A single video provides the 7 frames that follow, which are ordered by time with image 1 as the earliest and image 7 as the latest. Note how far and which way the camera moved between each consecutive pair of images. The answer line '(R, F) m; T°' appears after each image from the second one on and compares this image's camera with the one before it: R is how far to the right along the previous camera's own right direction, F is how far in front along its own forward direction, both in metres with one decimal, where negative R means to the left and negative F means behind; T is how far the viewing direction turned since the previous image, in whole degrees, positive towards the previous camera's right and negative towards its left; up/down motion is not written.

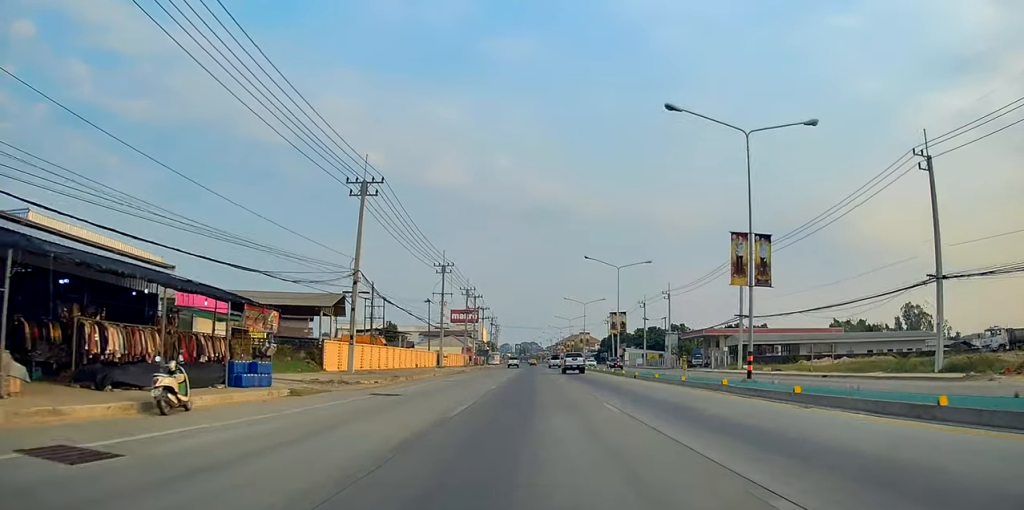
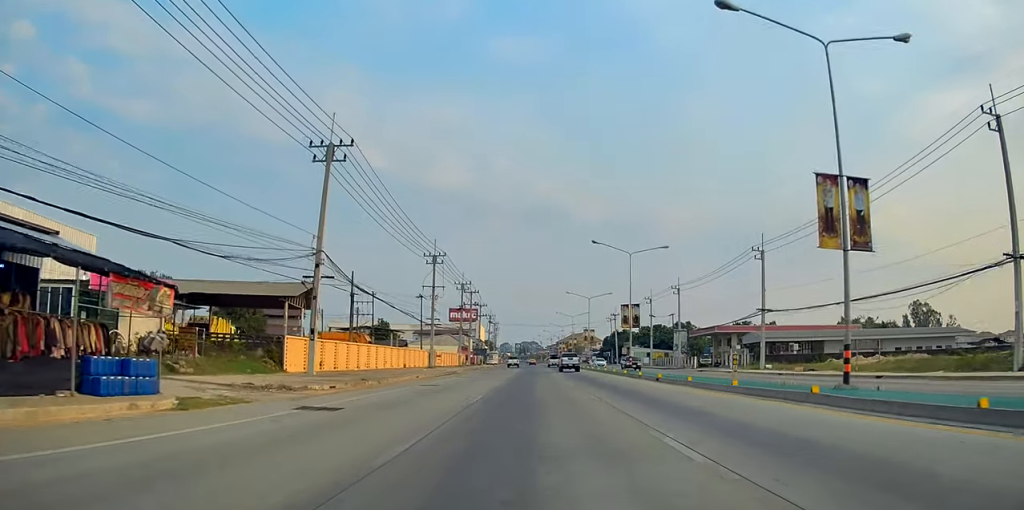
(0.0, +7.1) m; +1°
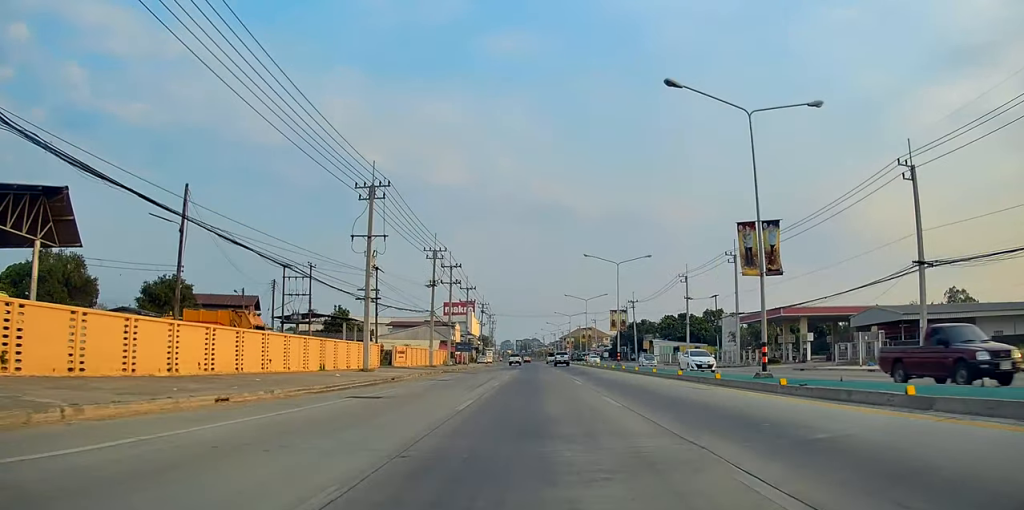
(+1.1, +28.1) m; +1°
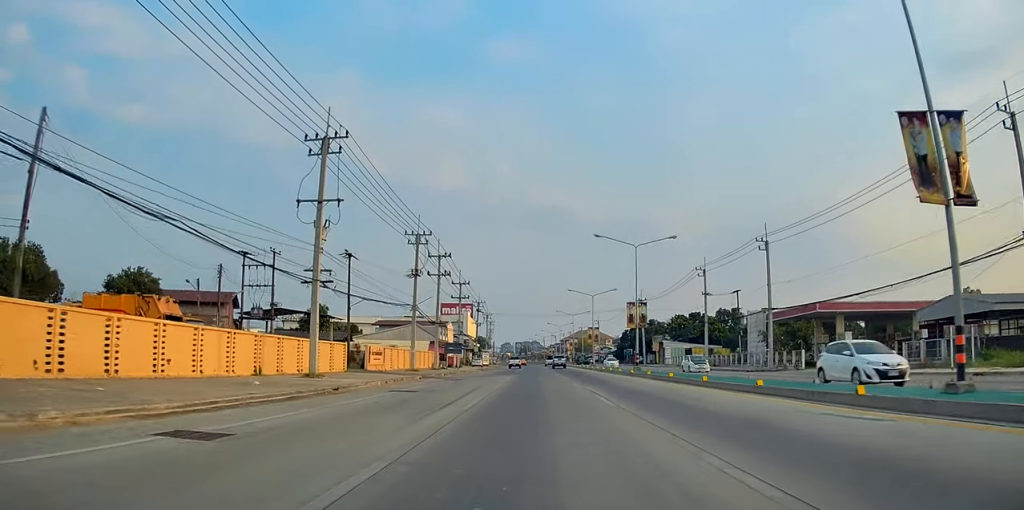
(-0.4, +10.2) m; -2°
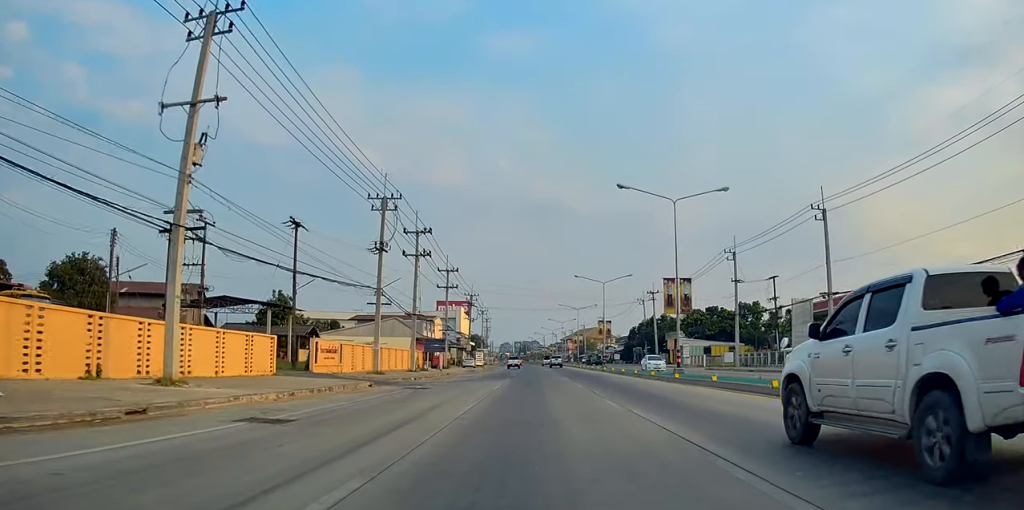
(-0.1, +13.3) m; -1°
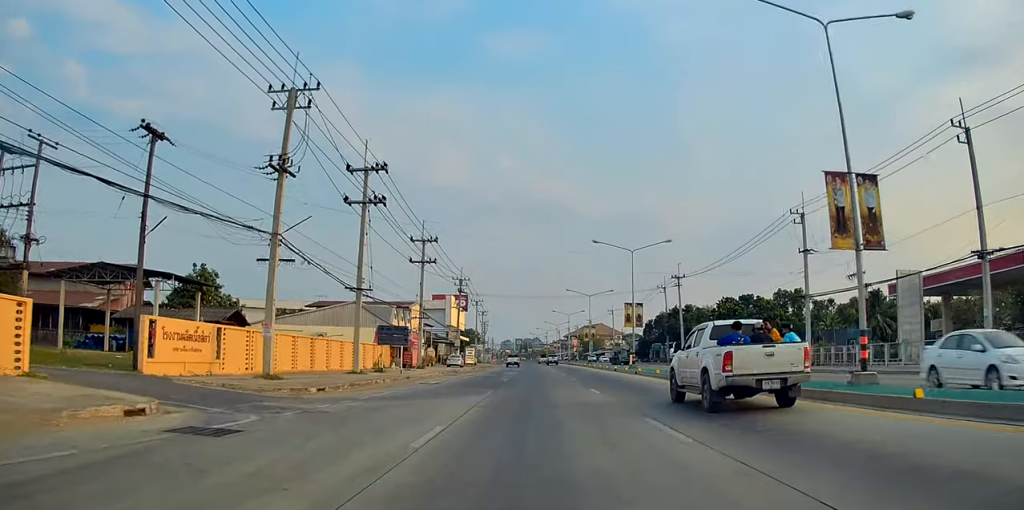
(0.0, +19.1) m; 0°
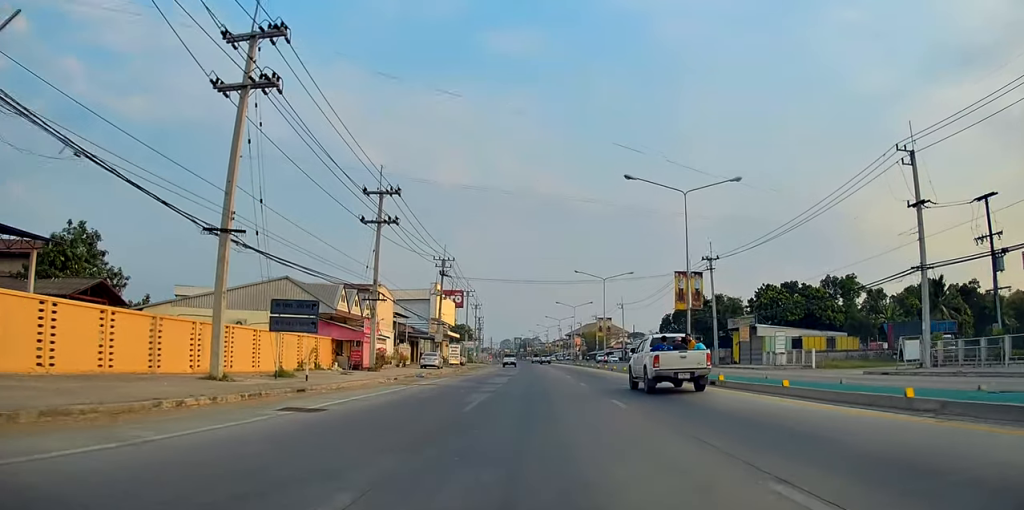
(0.0, +18.1) m; 0°
